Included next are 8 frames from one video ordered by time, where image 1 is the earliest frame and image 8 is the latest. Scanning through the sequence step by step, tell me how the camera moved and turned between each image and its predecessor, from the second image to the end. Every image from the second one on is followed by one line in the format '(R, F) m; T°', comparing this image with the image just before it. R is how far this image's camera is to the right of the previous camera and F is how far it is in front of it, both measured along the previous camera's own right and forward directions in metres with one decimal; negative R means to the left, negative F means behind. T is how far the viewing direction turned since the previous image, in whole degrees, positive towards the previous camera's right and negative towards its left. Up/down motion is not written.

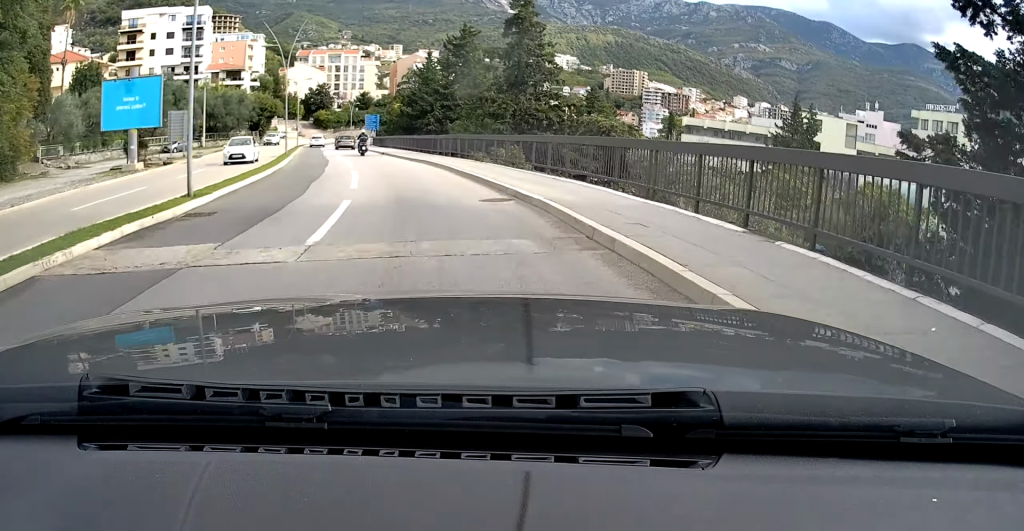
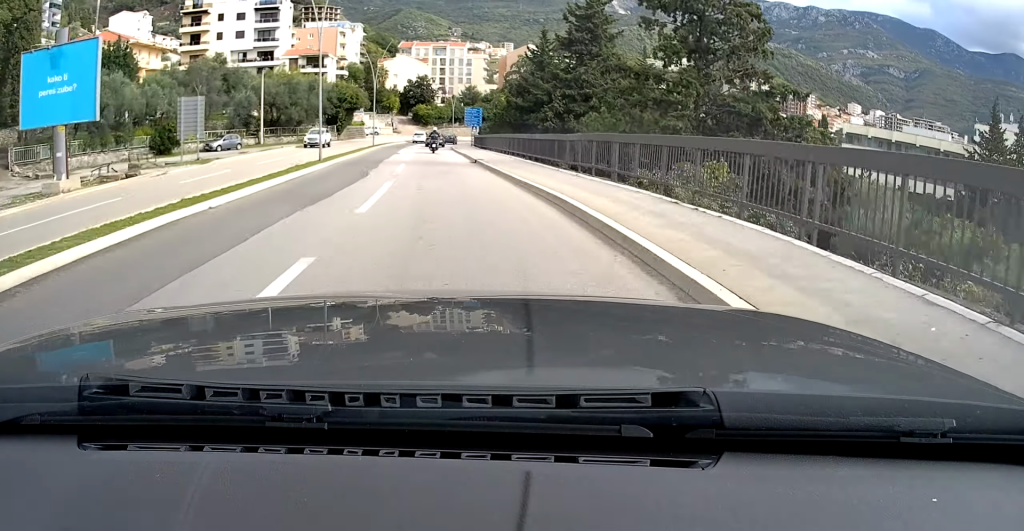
(-0.8, +16.6) m; -9°
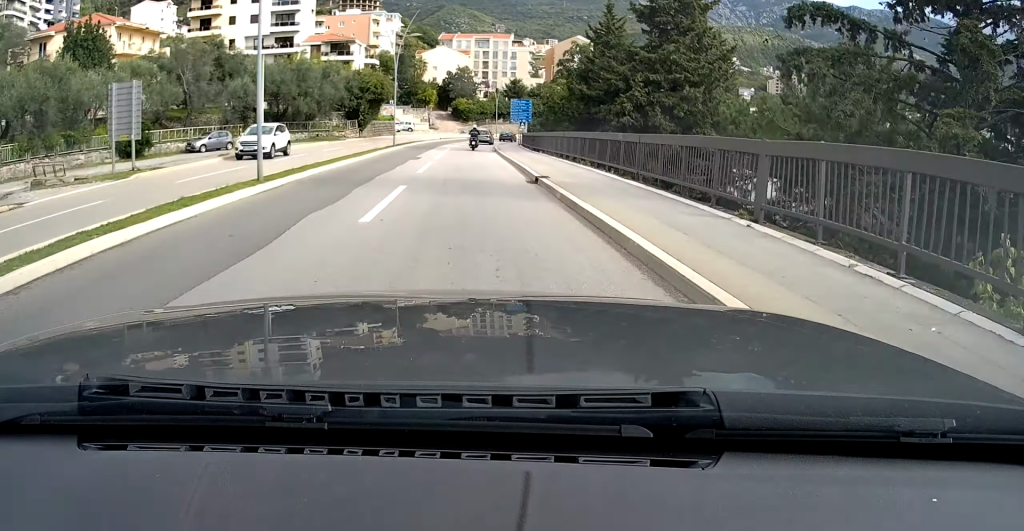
(-1.3, +12.5) m; -4°
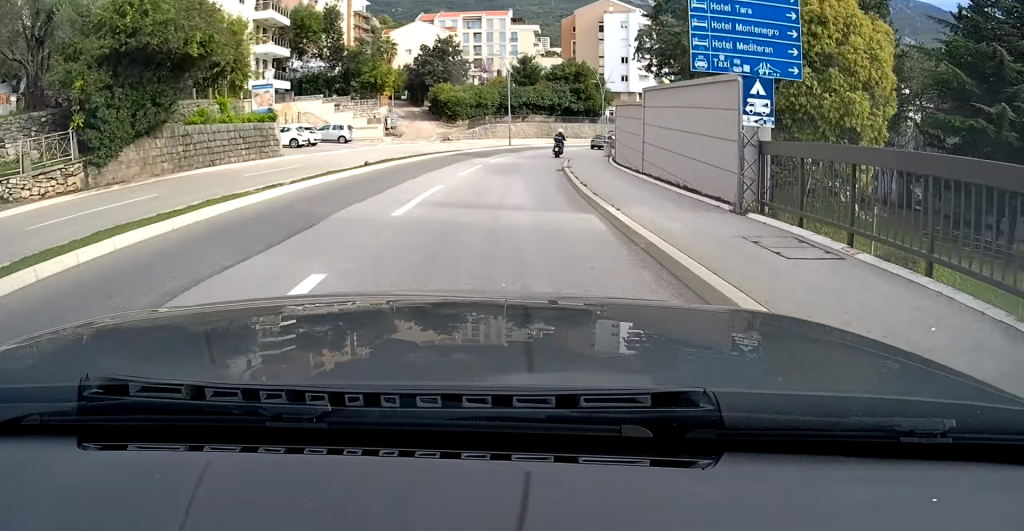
(-3.3, +47.6) m; -2°
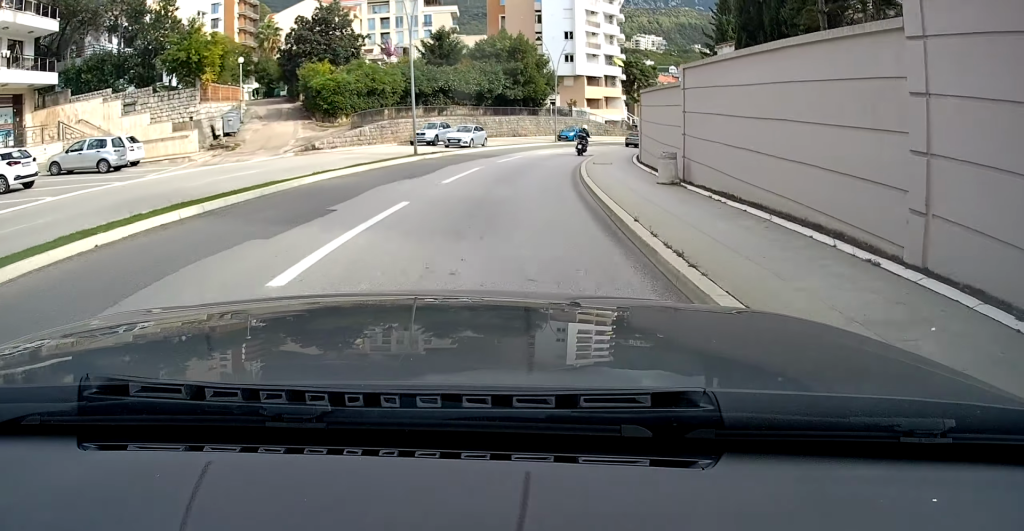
(+0.1, +25.0) m; +6°
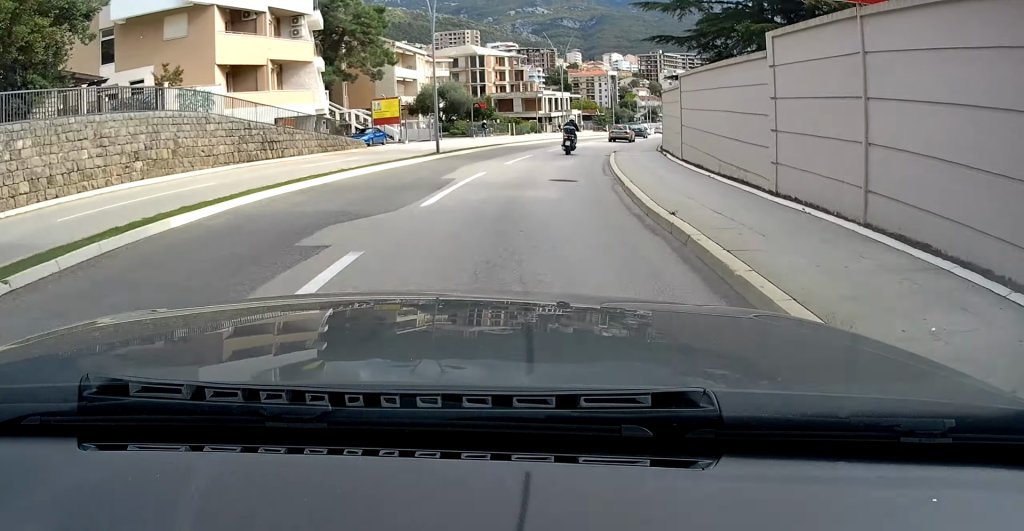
(+11.9, +54.6) m; +26°
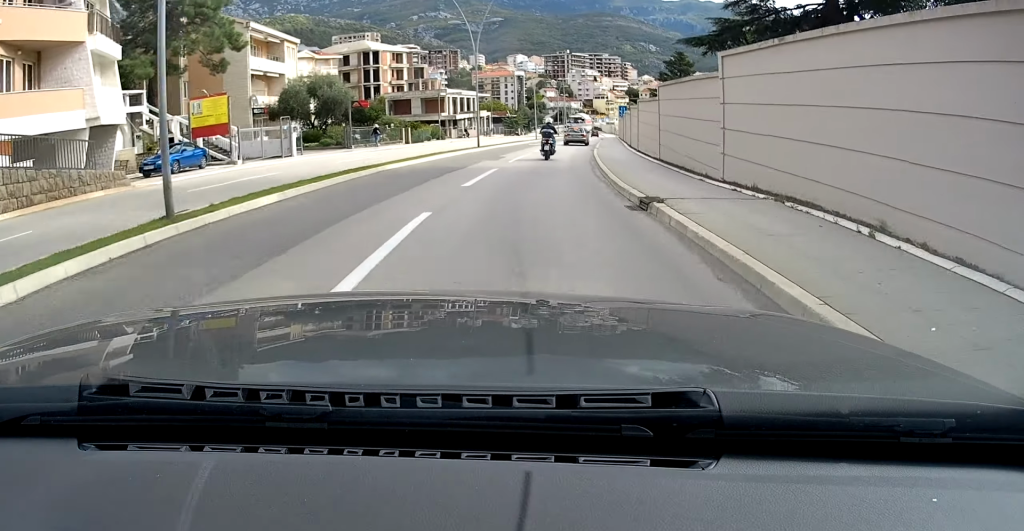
(+2.0, +17.0) m; +8°
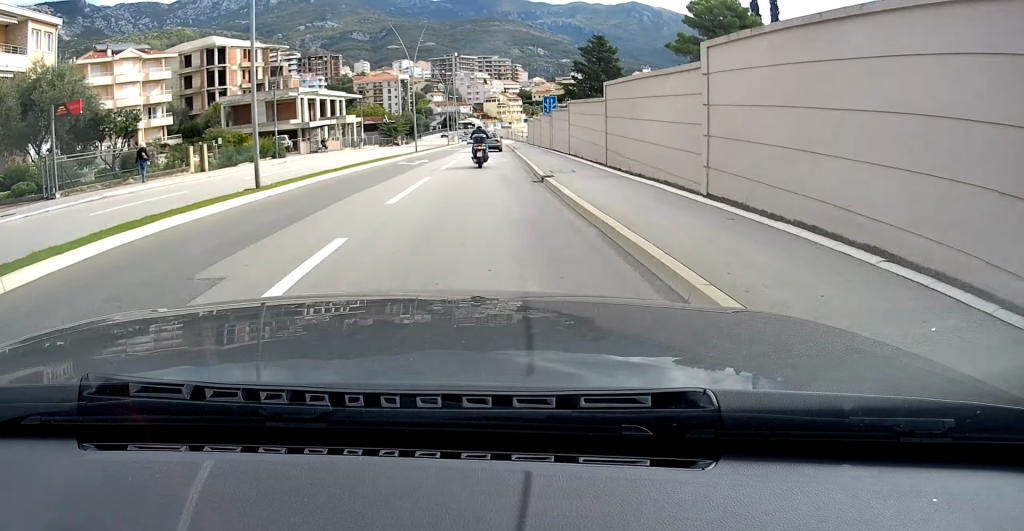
(+2.2, +23.1) m; +8°
